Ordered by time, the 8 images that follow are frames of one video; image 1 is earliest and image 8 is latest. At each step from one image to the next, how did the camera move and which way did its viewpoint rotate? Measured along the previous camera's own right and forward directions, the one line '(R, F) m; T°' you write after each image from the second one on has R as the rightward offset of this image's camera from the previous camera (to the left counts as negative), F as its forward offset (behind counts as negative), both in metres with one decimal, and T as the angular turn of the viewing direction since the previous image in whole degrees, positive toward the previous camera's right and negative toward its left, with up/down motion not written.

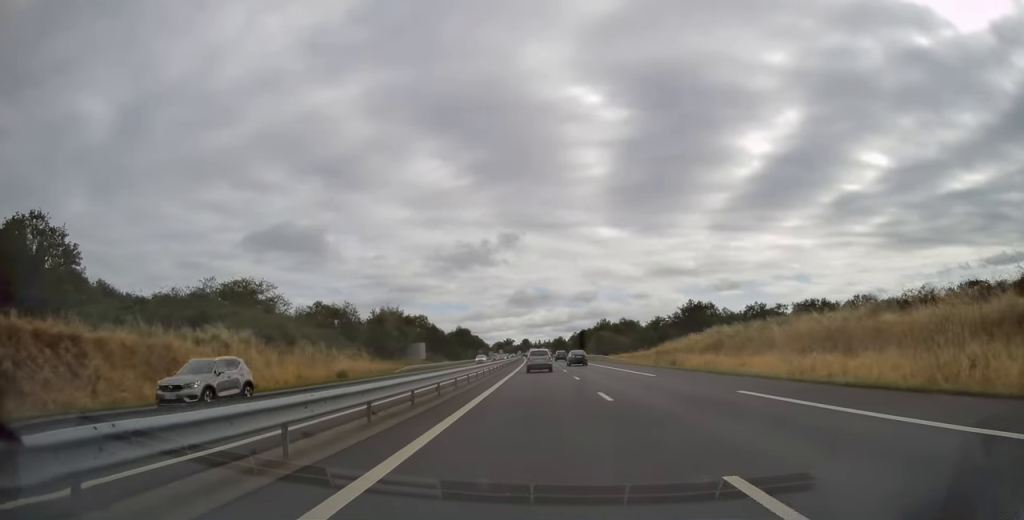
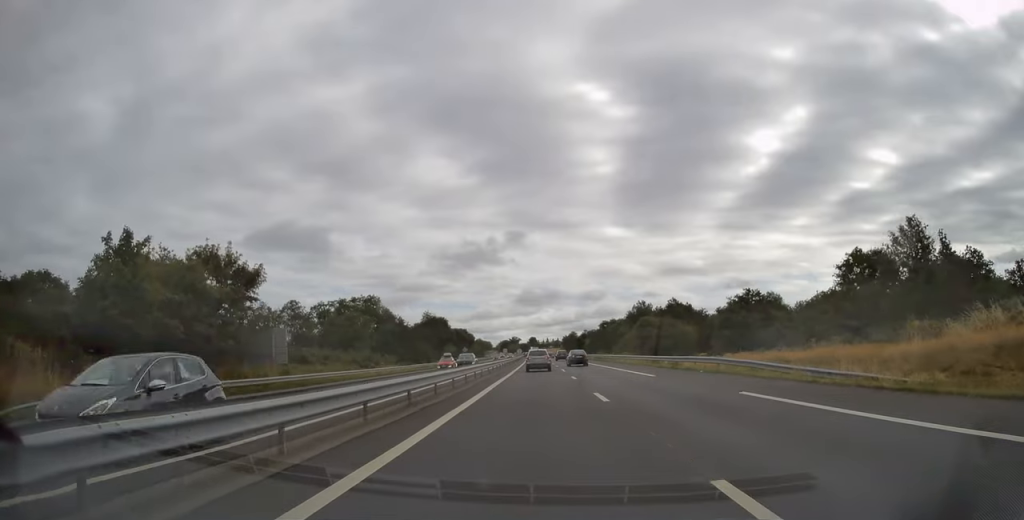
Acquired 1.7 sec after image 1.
(-0.4, +51.7) m; -1°
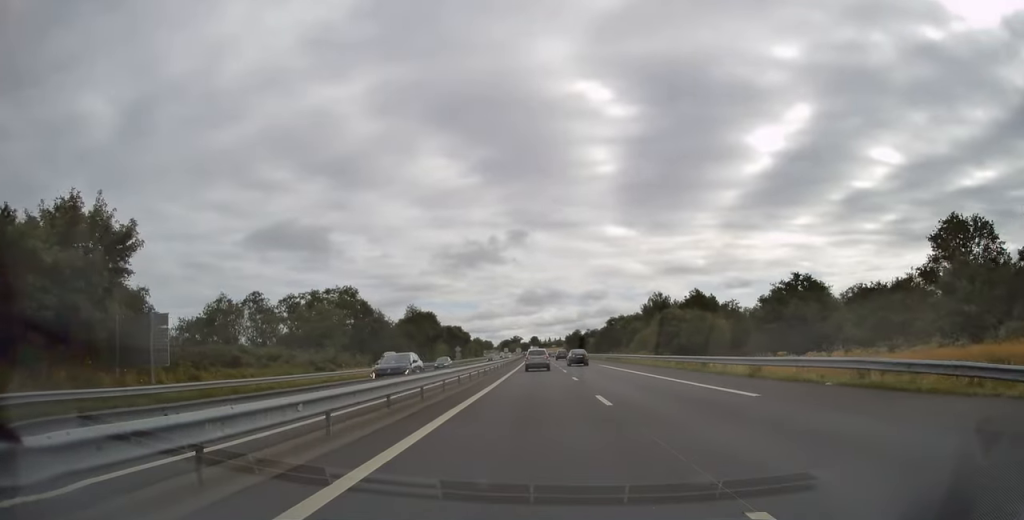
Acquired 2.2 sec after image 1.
(0.0, +14.0) m; 0°
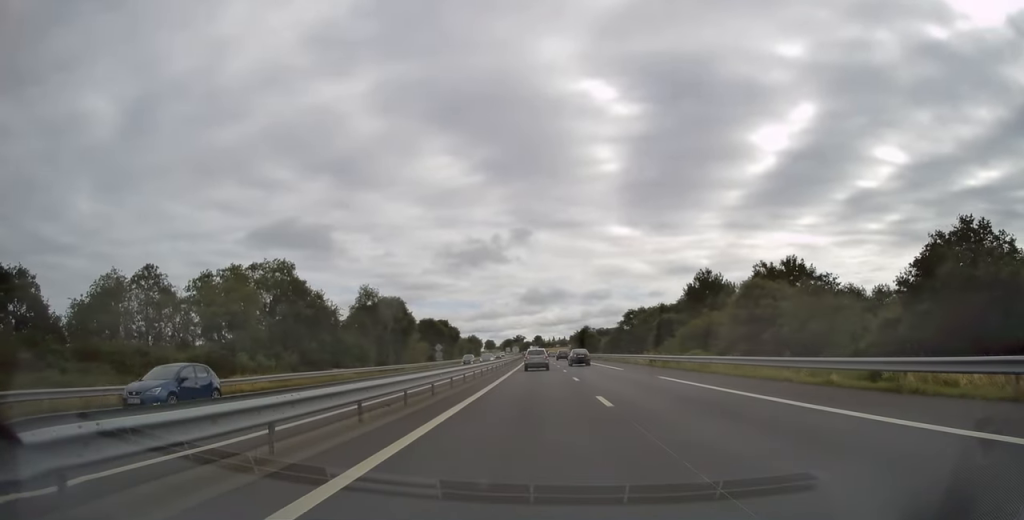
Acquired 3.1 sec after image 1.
(-0.1, +26.1) m; 0°
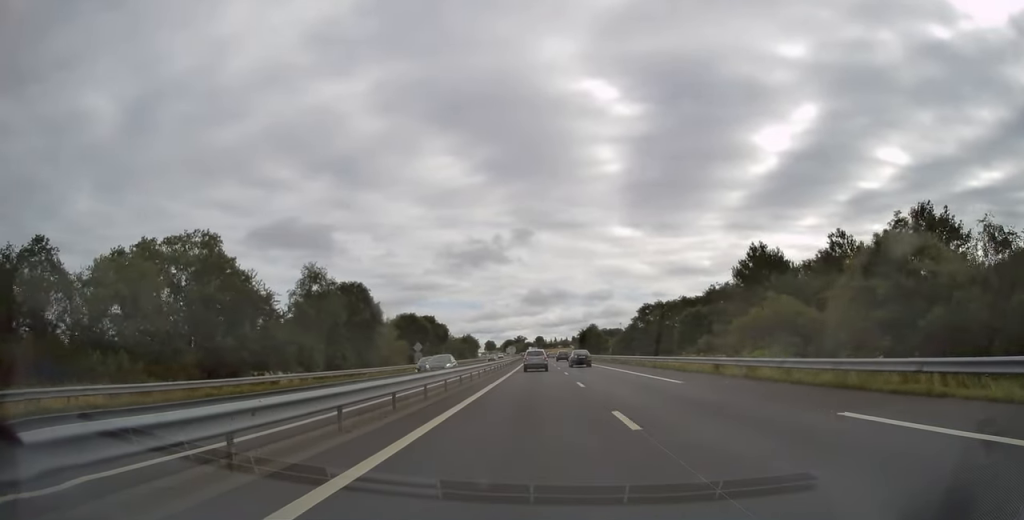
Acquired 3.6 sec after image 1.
(0.0, +17.1) m; 0°
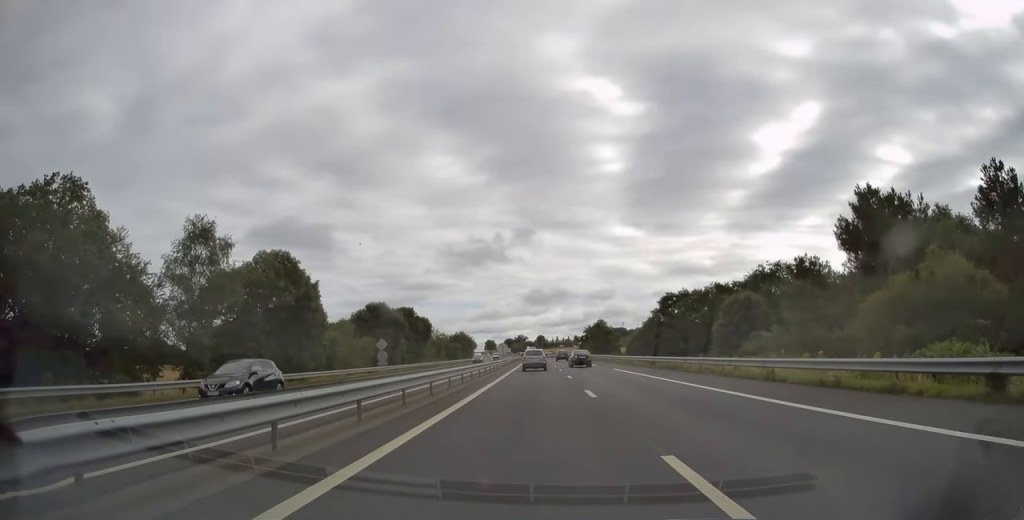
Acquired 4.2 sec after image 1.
(+0.1, +18.5) m; 0°
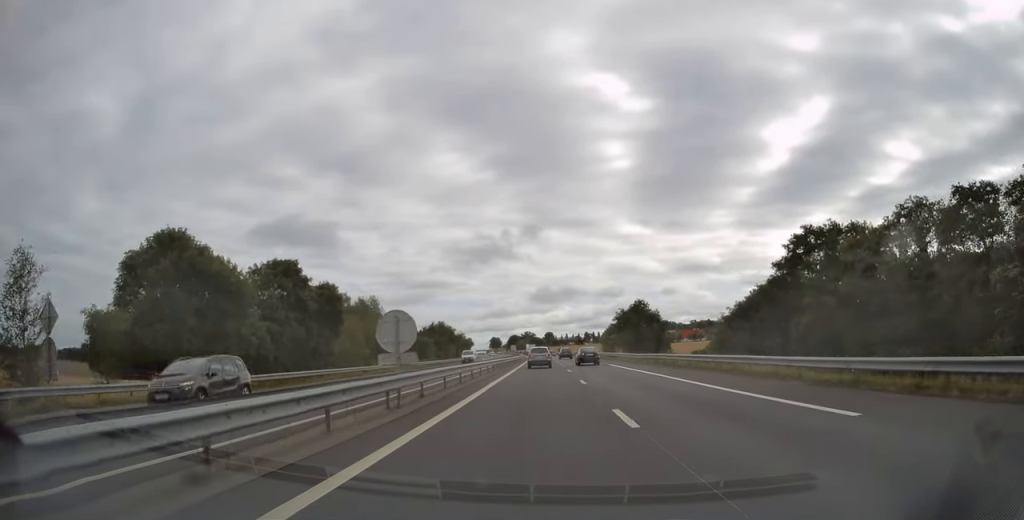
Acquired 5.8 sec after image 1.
(-0.5, +45.7) m; -1°
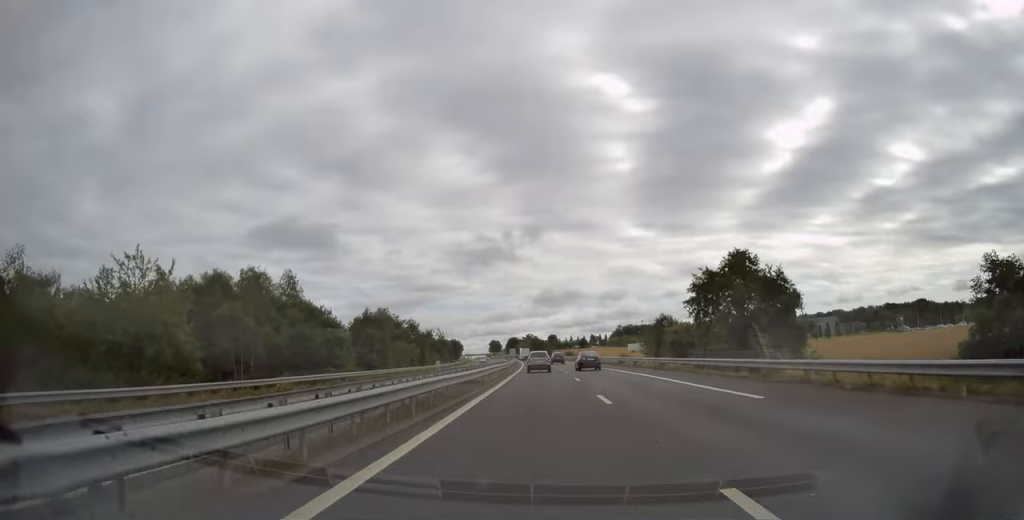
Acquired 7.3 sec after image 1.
(-0.3, +46.1) m; 0°
